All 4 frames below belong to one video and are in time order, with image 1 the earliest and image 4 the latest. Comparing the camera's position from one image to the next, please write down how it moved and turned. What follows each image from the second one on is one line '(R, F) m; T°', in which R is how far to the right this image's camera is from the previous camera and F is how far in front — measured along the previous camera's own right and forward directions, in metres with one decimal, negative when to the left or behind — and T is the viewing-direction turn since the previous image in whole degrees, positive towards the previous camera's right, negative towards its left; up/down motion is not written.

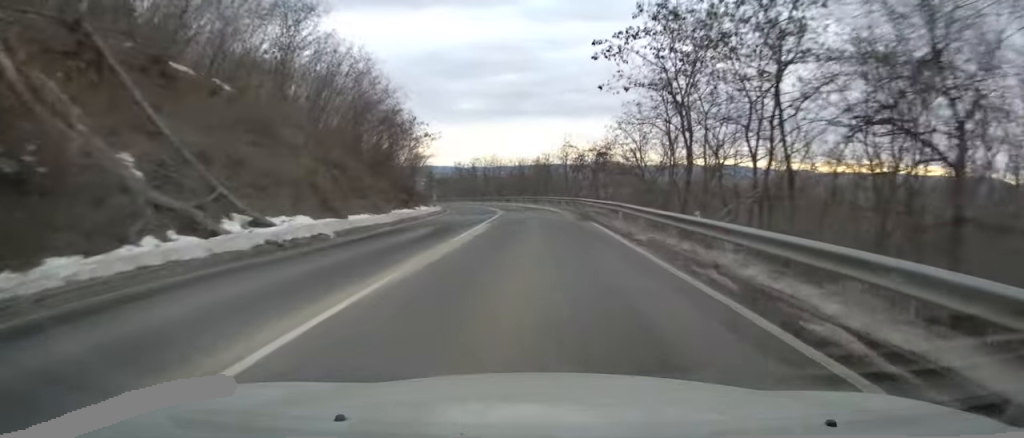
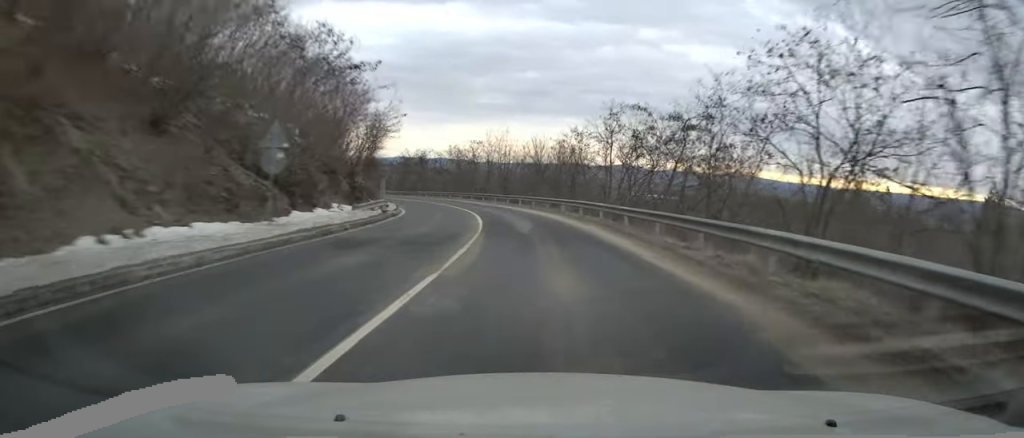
(-0.5, +25.8) m; -3°
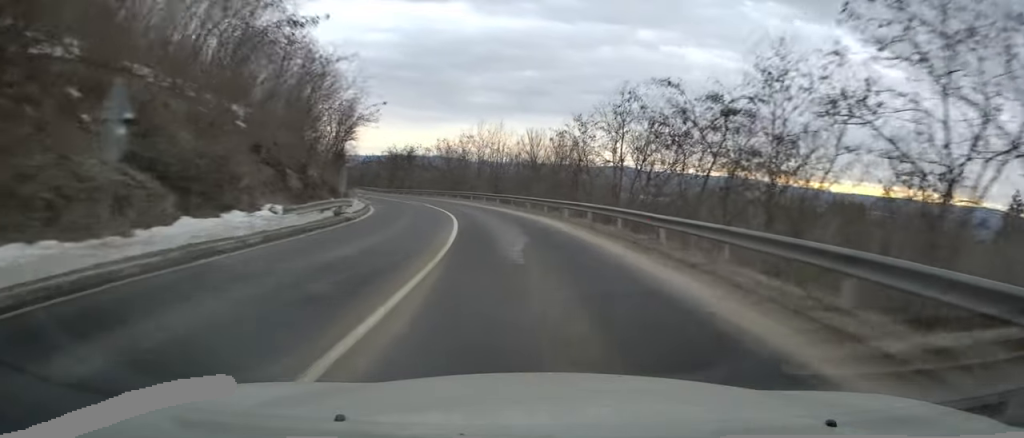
(0.0, +6.6) m; -1°
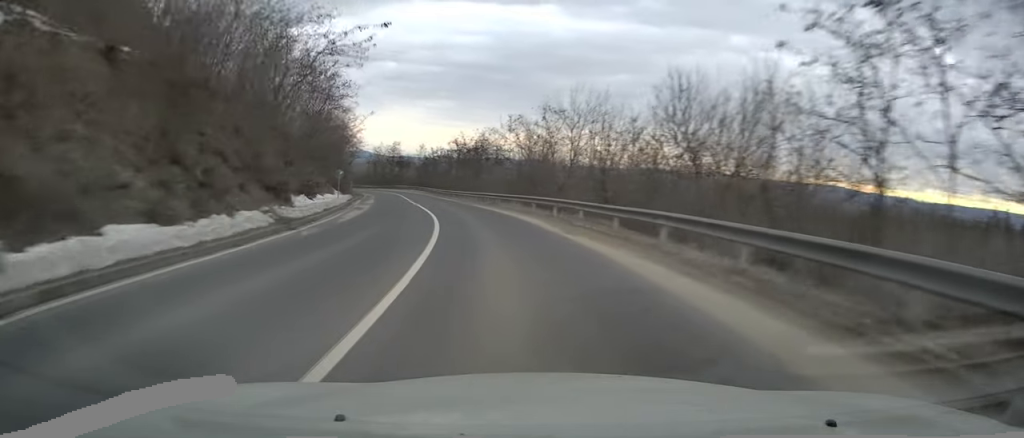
(-1.3, +25.5) m; -7°
